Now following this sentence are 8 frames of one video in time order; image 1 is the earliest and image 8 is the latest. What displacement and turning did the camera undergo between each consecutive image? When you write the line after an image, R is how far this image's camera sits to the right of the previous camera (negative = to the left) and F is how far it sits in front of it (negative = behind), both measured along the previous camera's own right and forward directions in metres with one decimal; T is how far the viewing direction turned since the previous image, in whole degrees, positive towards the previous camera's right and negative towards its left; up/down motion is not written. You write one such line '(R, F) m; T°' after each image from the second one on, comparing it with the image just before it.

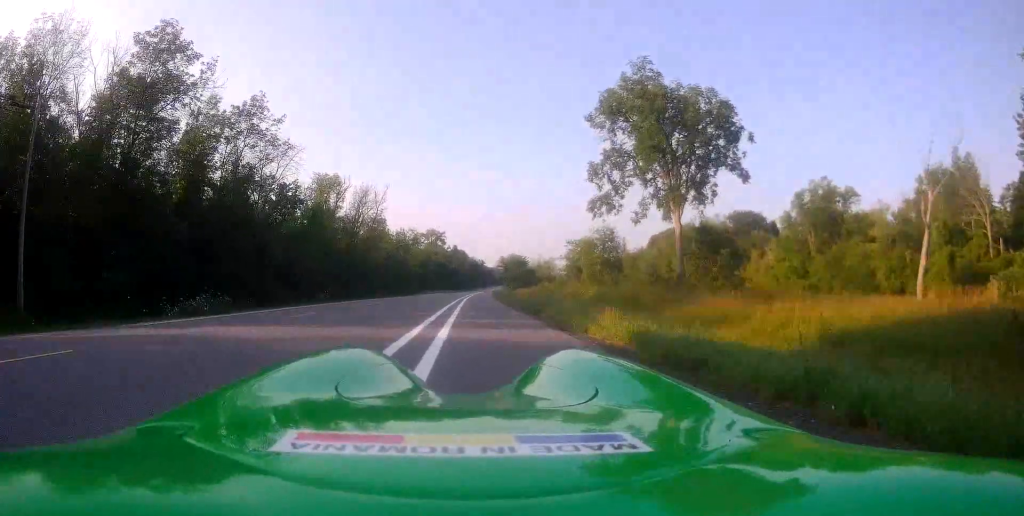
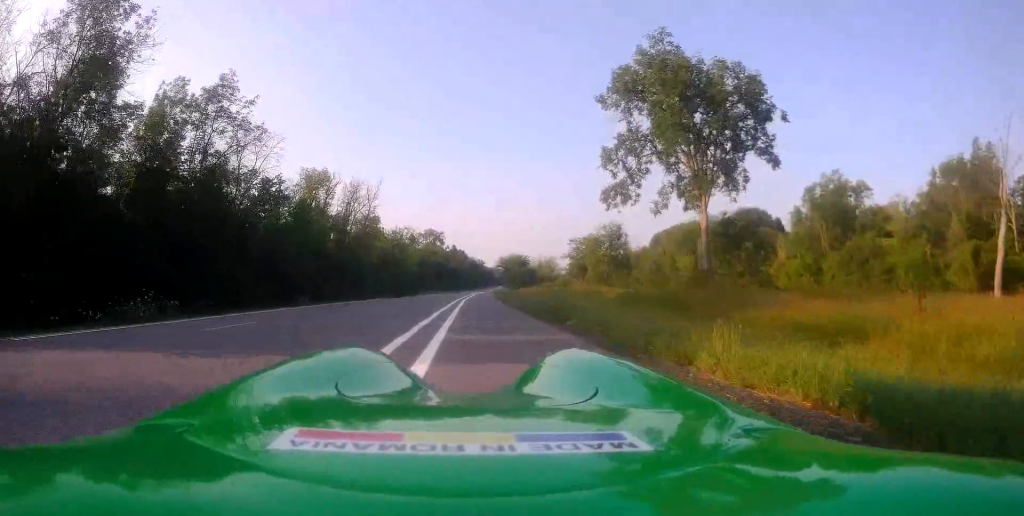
(+0.2, +5.3) m; -2°
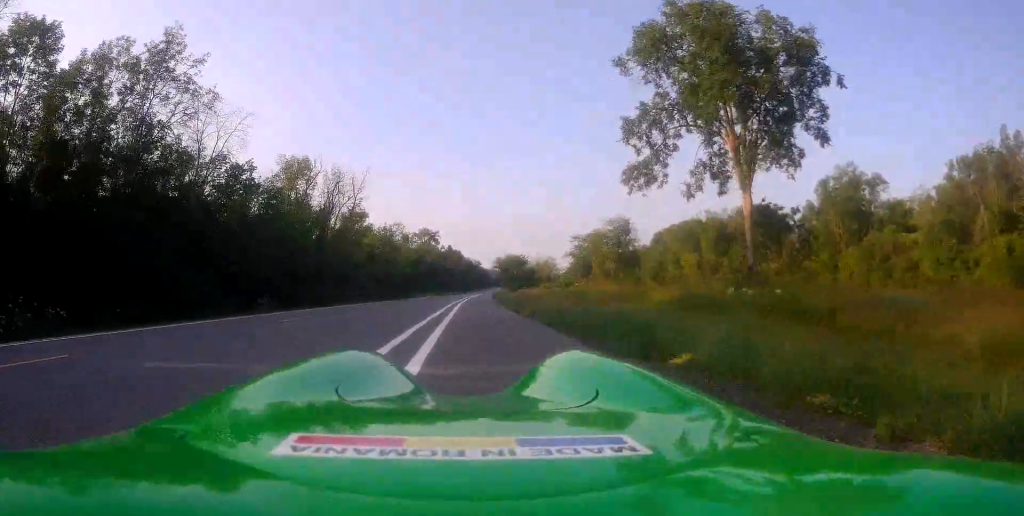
(-0.6, +6.8) m; -2°
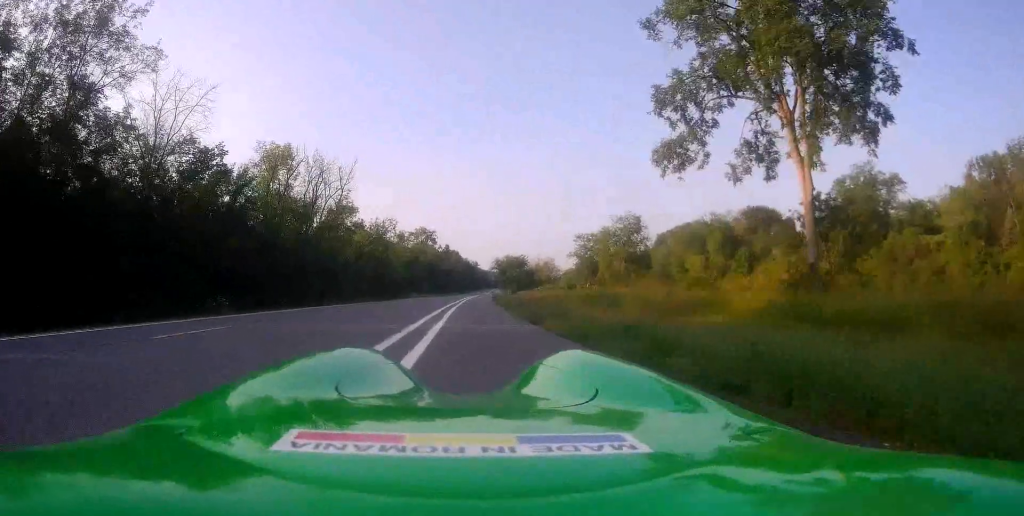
(+0.1, +6.4) m; +2°
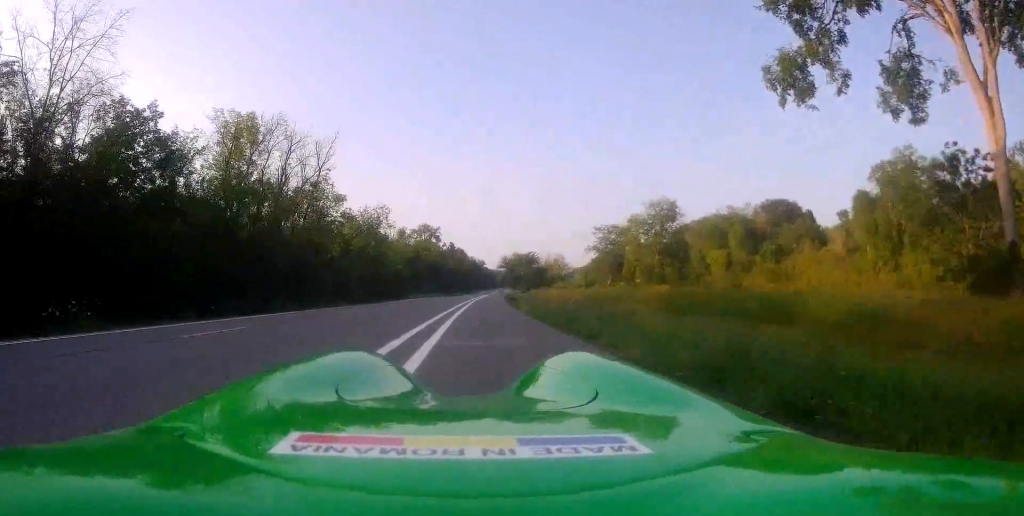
(+0.6, +11.4) m; +3°
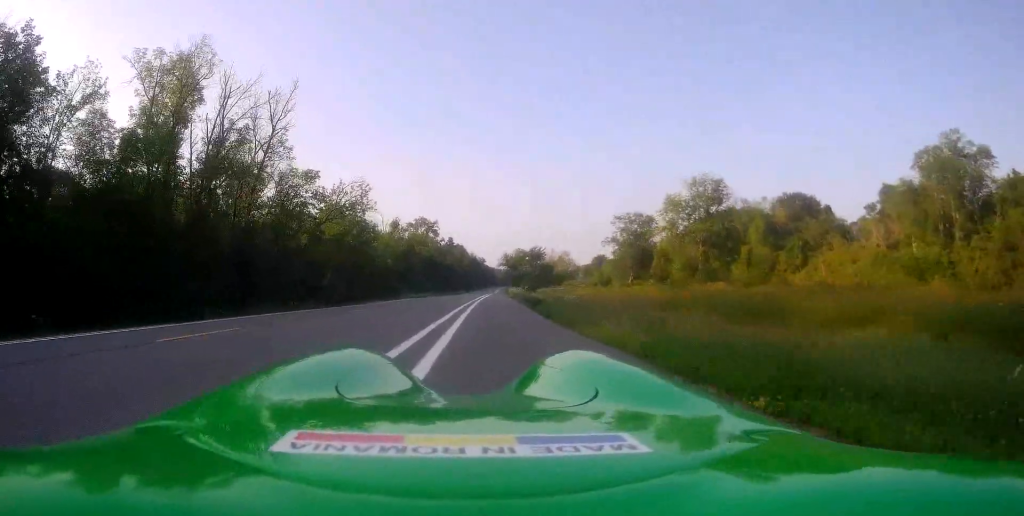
(-0.4, +13.0) m; -3°
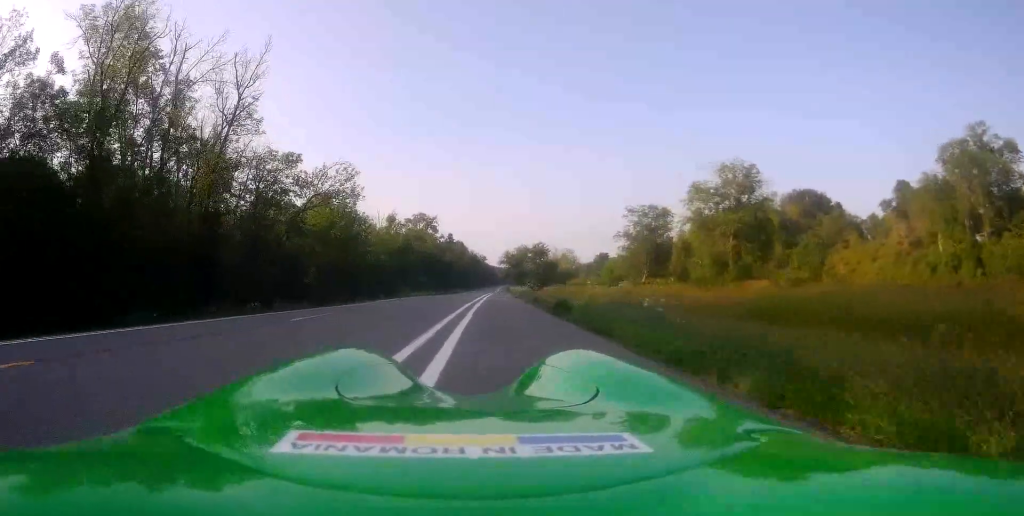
(0.0, +6.4) m; 0°
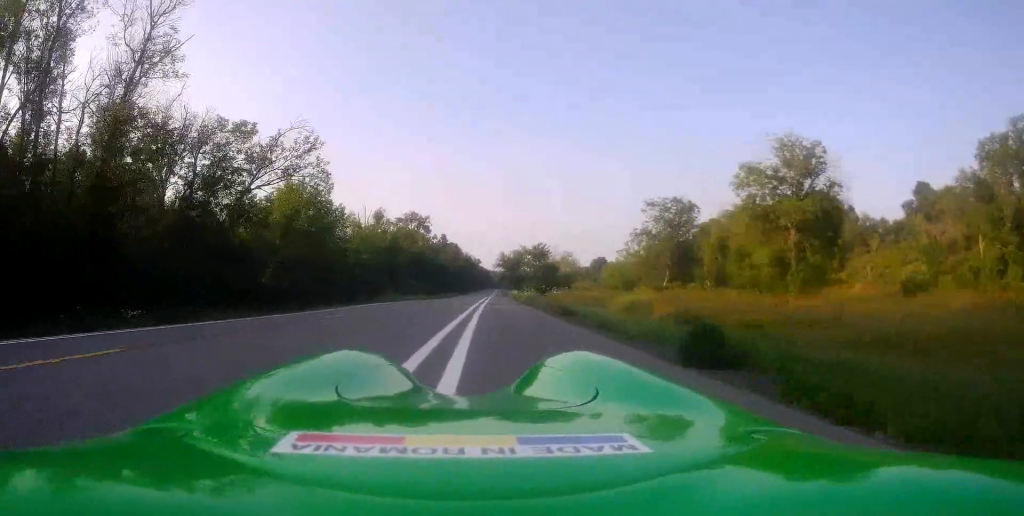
(0.0, +10.0) m; 0°
